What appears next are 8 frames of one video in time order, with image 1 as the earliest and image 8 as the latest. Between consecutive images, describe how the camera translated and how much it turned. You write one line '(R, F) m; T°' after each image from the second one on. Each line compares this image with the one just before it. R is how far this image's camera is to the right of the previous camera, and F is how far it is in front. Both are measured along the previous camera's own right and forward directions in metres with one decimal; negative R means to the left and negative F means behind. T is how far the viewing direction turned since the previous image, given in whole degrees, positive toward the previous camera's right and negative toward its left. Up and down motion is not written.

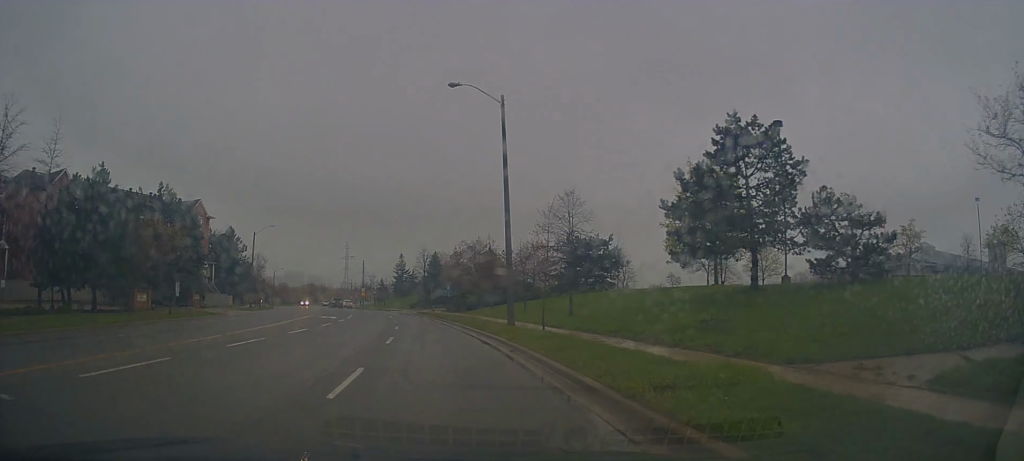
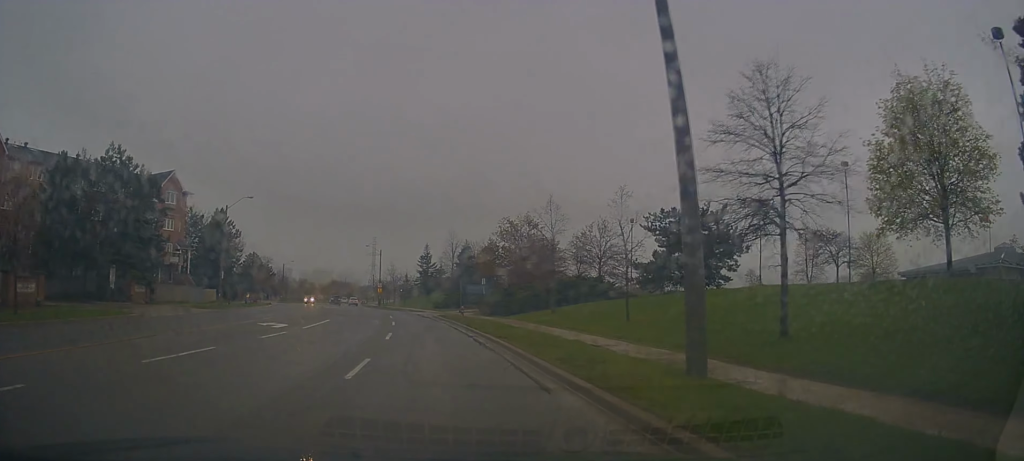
(-0.5, +17.3) m; -5°
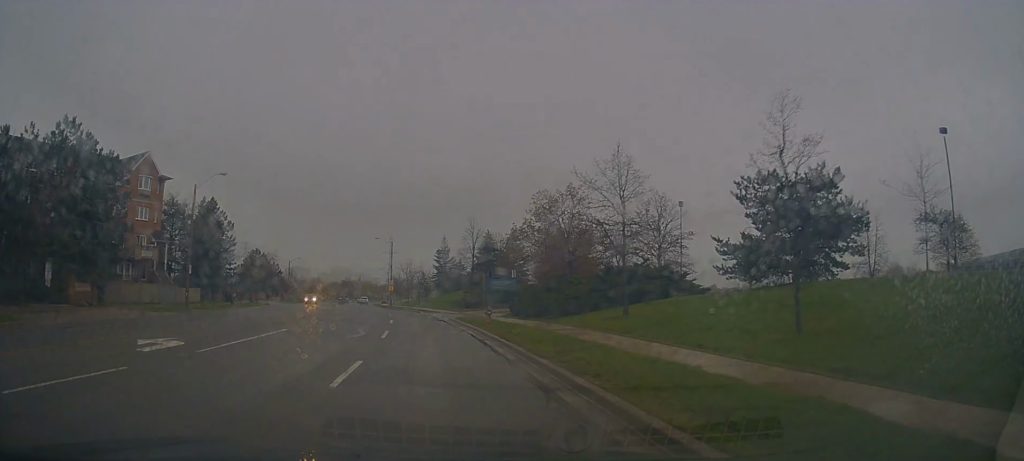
(-0.5, +9.9) m; 0°
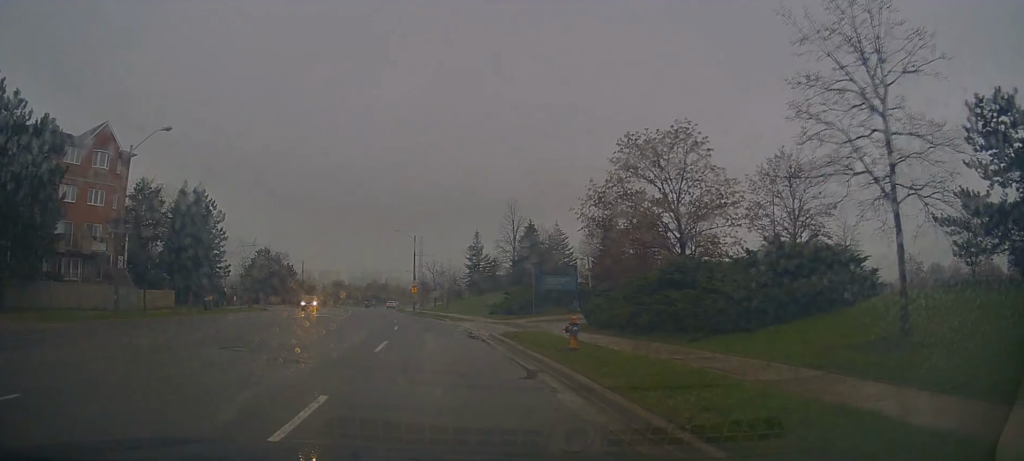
(+0.5, +13.2) m; -2°
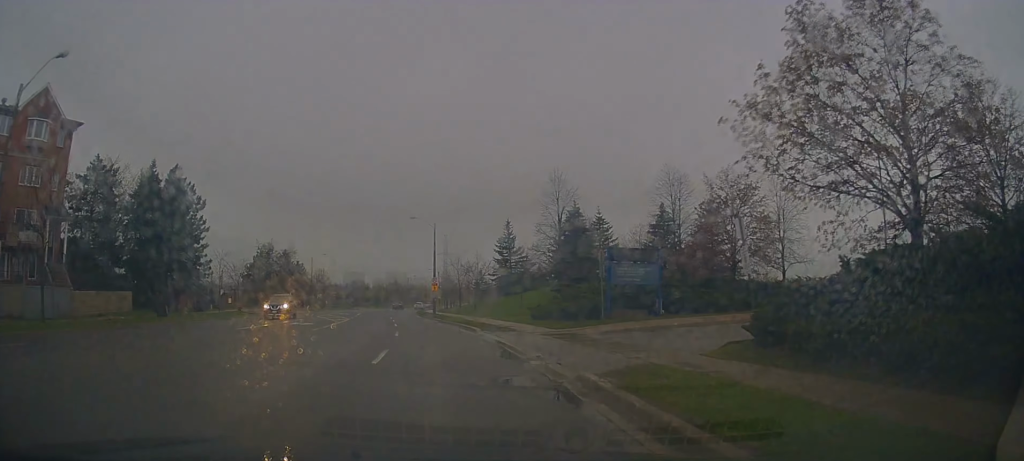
(-0.8, +11.5) m; -5°
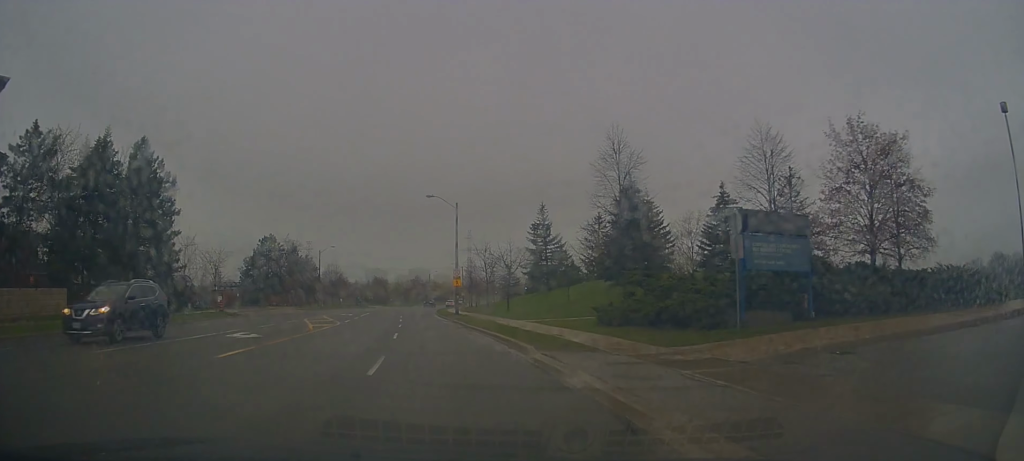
(-0.3, +10.5) m; -4°
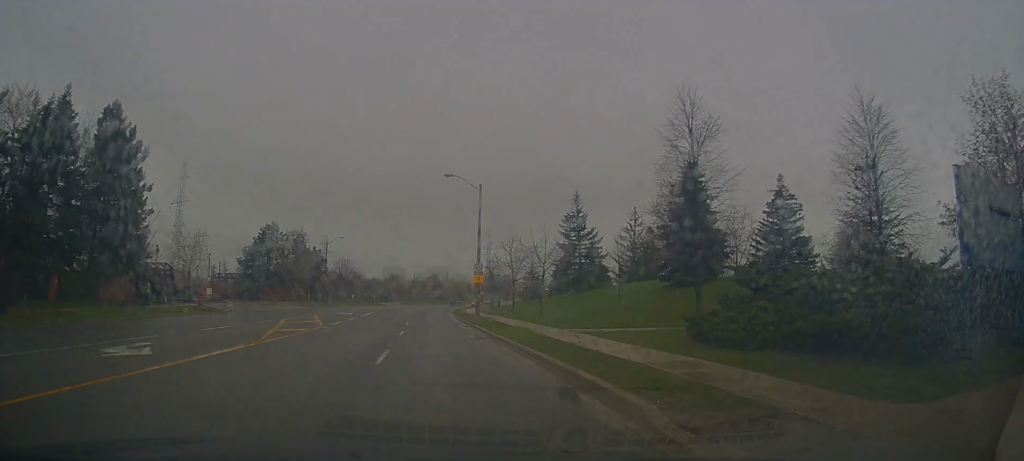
(-0.1, +7.5) m; -1°
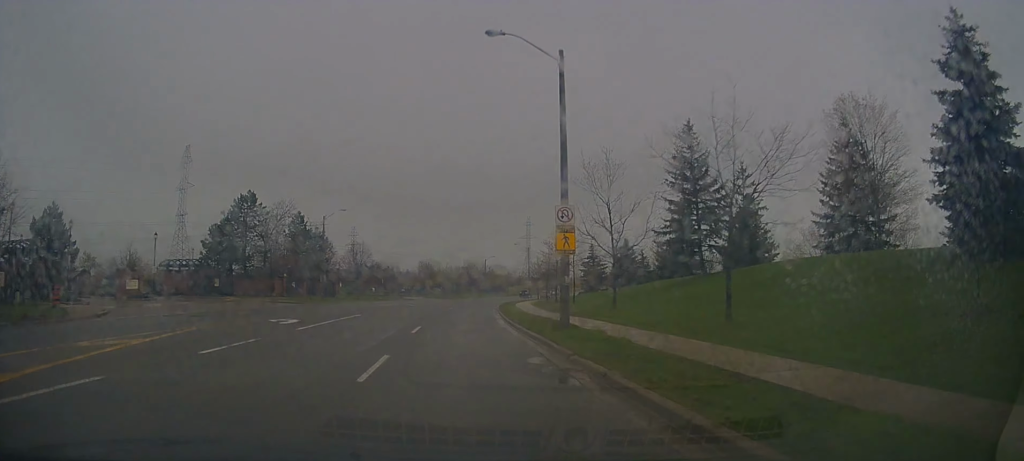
(0.0, +21.2) m; -3°
